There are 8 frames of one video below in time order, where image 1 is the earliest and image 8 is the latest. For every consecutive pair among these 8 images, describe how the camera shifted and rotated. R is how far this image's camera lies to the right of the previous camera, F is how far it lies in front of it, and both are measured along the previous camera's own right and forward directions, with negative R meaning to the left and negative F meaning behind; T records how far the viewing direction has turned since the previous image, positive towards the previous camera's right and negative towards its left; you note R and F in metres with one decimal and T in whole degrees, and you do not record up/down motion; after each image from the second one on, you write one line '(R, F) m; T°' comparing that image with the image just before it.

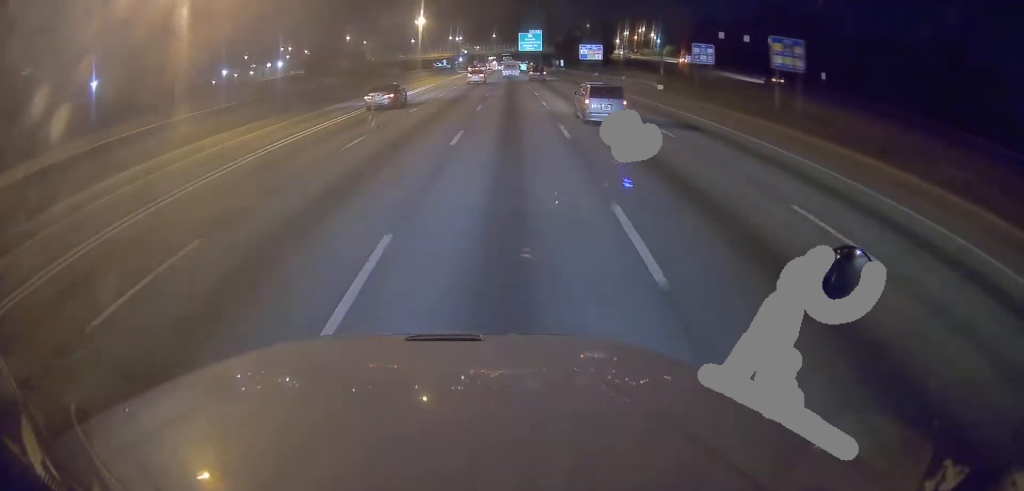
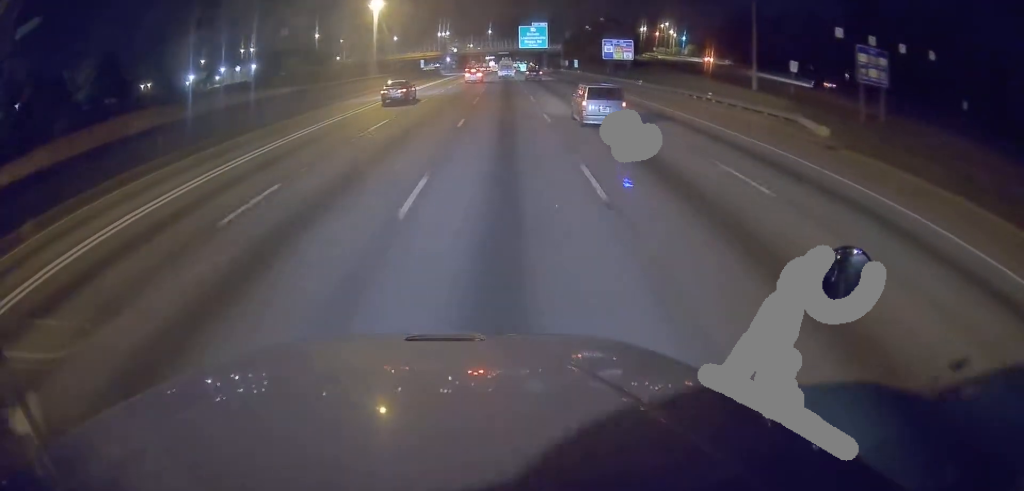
(-0.1, +32.3) m; -1°
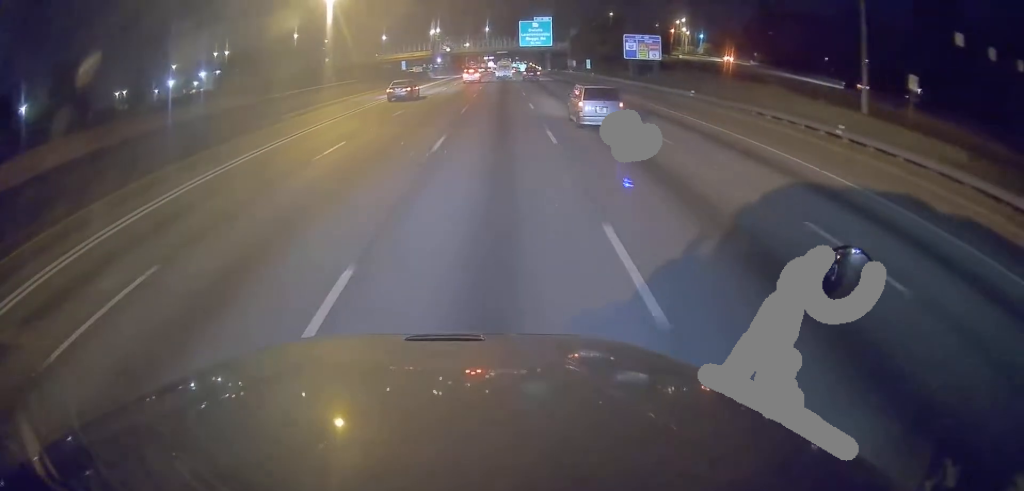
(-0.1, +17.3) m; -1°
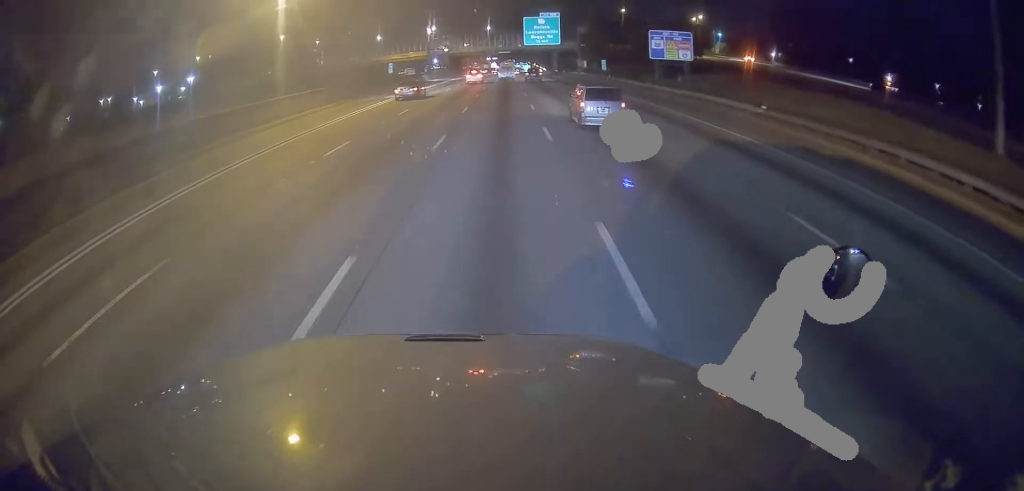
(-0.1, +11.8) m; 0°
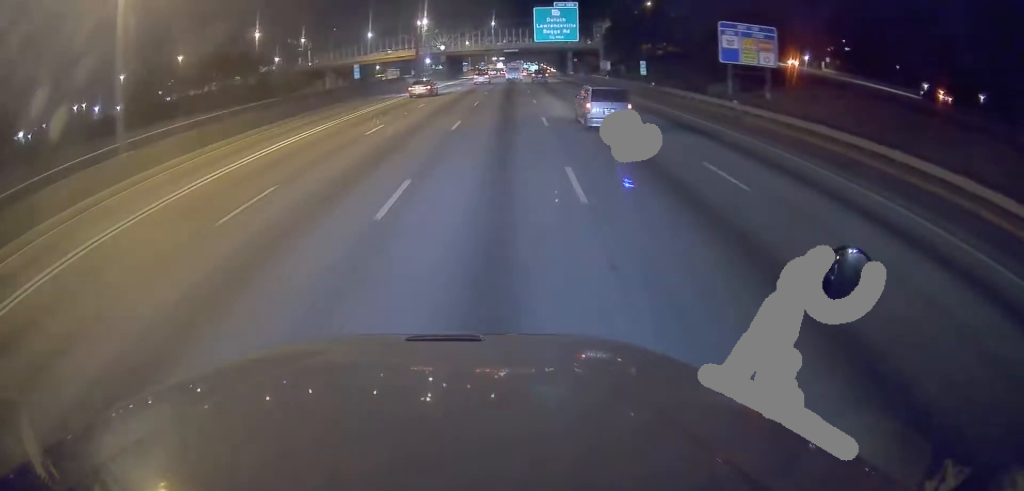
(-0.1, +19.2) m; 0°
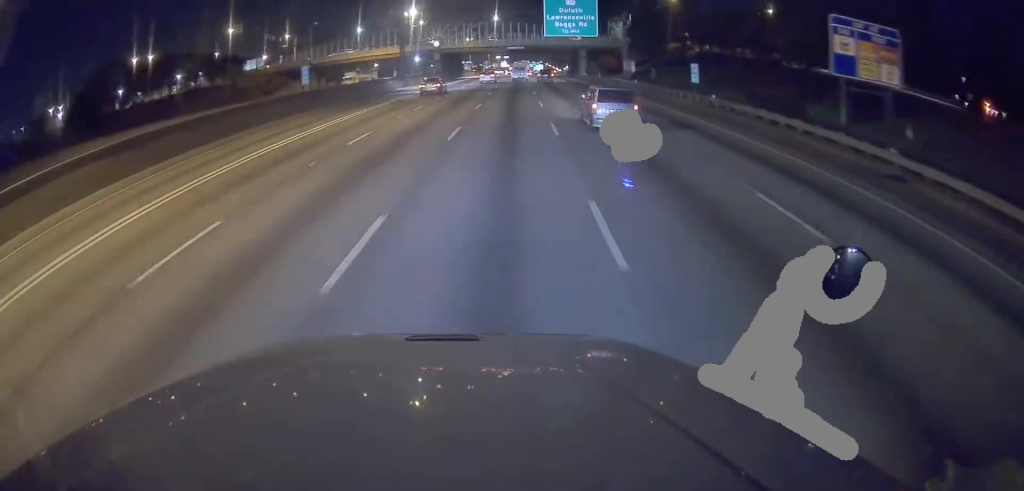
(+0.1, +15.2) m; 0°
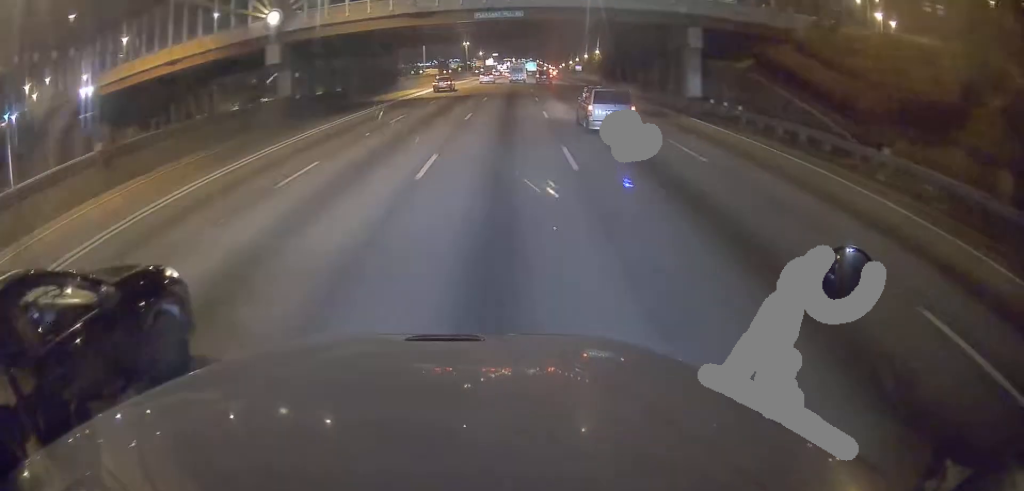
(+0.5, +67.3) m; 0°
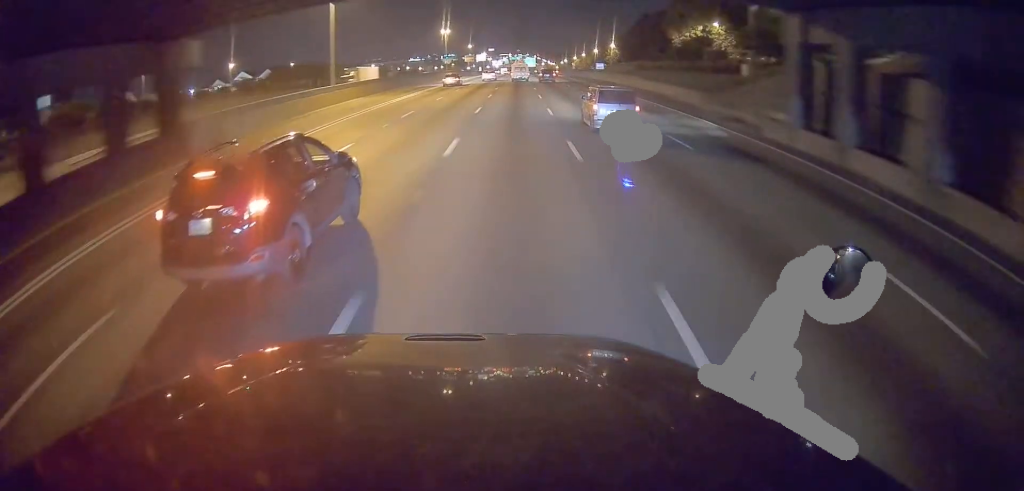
(+0.2, +48.0) m; +1°
